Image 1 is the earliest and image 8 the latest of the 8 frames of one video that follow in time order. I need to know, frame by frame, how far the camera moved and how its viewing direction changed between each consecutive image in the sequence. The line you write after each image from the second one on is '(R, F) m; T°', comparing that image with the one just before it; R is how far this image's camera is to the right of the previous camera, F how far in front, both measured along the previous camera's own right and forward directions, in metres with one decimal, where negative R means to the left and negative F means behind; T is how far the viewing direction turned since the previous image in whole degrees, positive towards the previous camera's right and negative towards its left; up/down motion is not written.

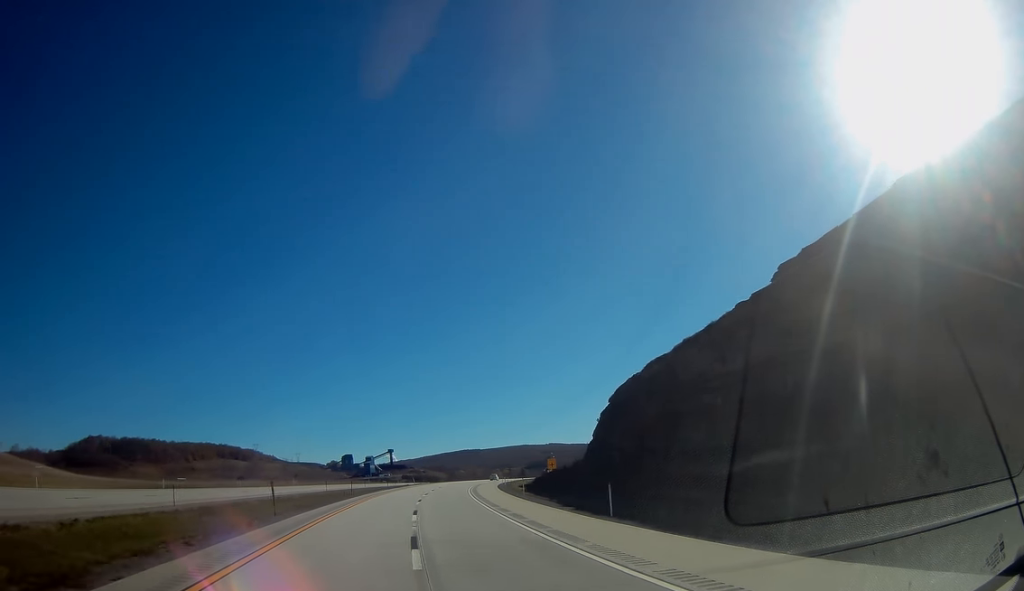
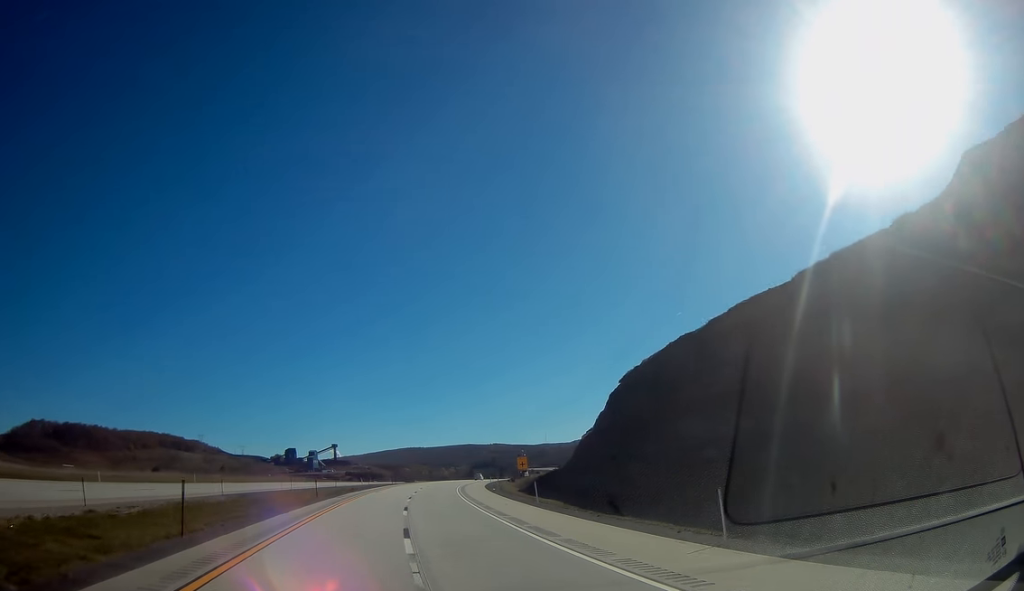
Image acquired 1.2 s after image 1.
(+1.1, +34.3) m; +4°
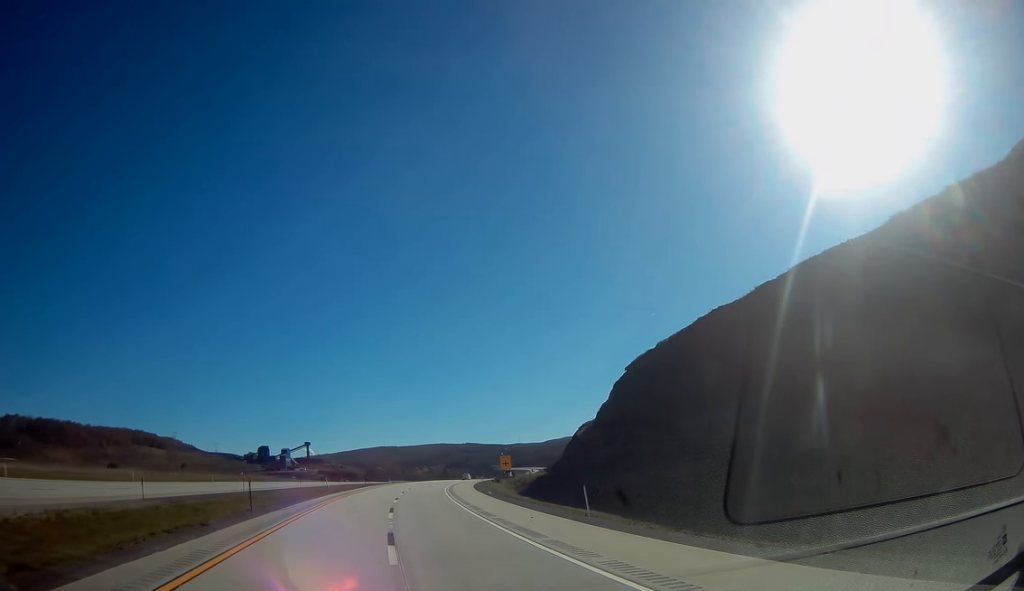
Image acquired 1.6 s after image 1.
(+0.1, +13.8) m; +2°
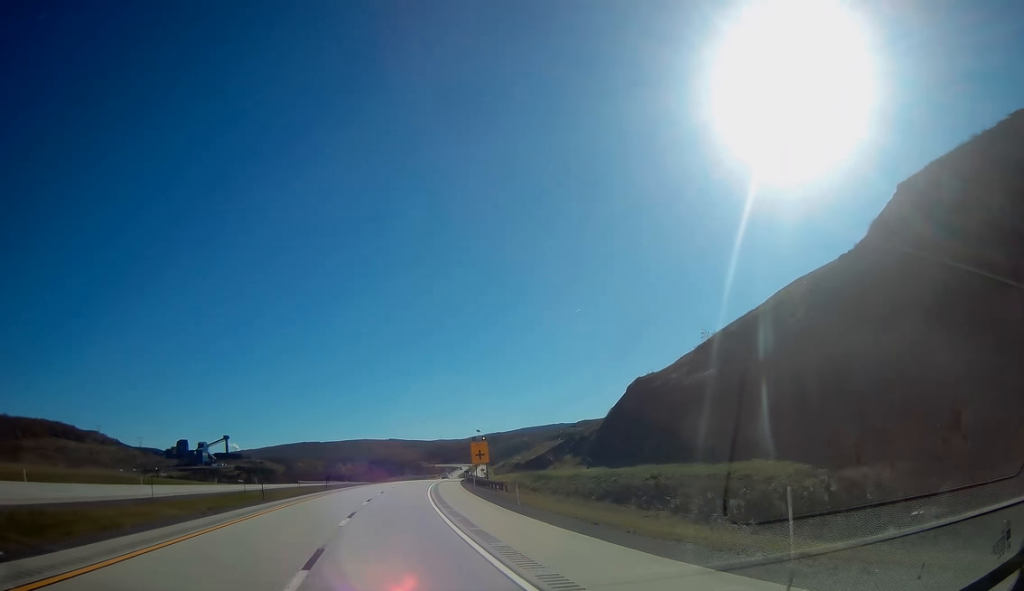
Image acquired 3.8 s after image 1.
(+4.3, +65.1) m; +7°
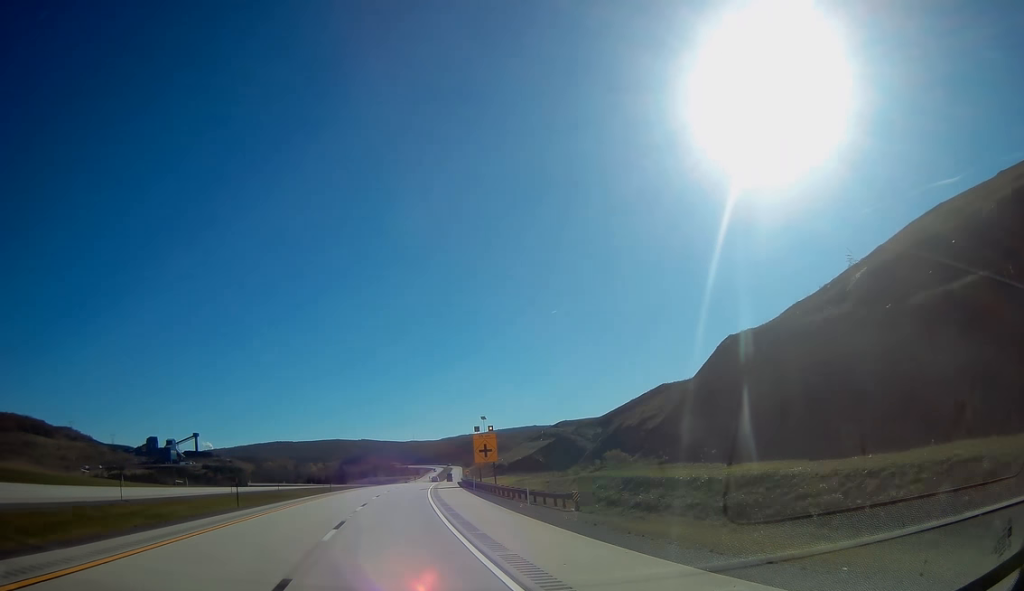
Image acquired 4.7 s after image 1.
(+0.7, +28.5) m; +3°
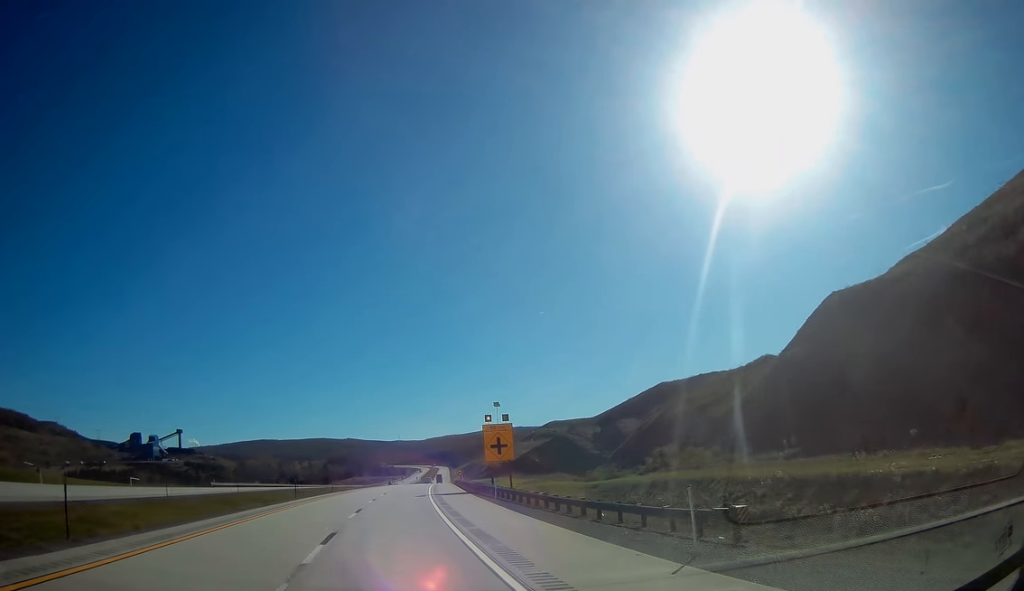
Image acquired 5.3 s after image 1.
(+0.2, +16.4) m; +1°
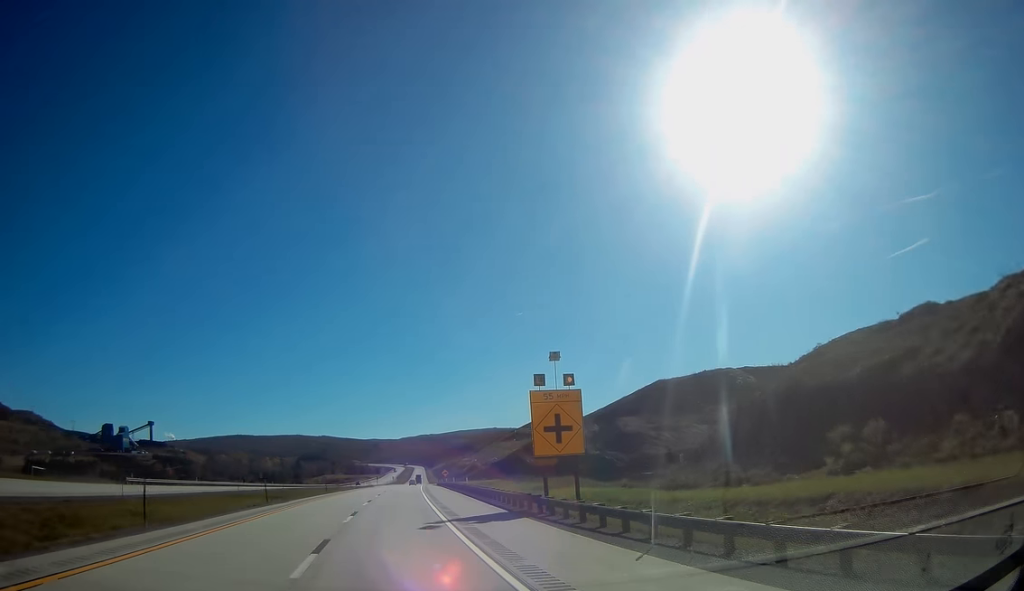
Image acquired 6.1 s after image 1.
(+0.5, +25.8) m; +2°
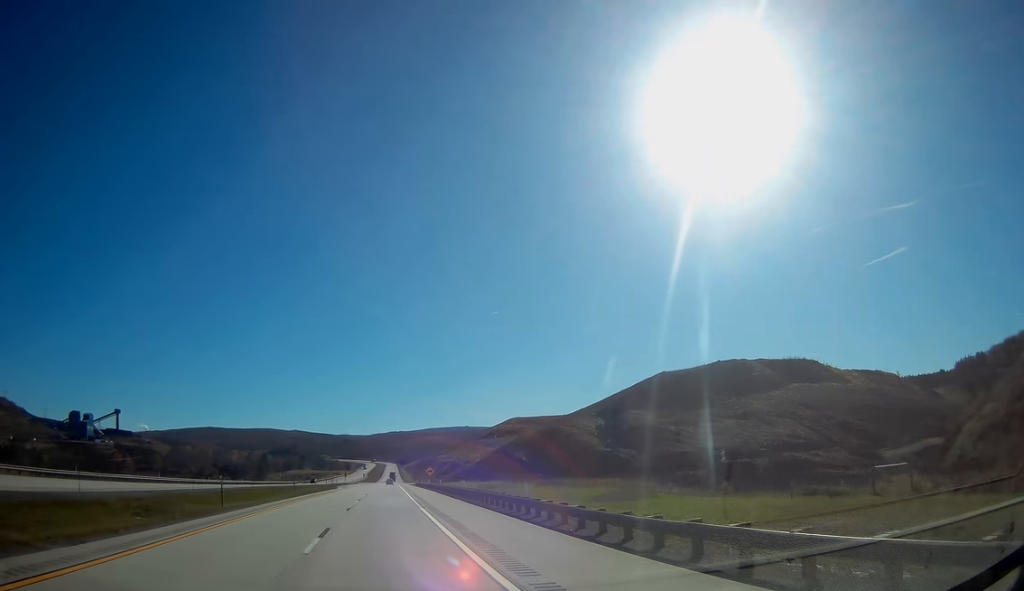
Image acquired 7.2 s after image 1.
(+0.8, +33.3) m; +2°
